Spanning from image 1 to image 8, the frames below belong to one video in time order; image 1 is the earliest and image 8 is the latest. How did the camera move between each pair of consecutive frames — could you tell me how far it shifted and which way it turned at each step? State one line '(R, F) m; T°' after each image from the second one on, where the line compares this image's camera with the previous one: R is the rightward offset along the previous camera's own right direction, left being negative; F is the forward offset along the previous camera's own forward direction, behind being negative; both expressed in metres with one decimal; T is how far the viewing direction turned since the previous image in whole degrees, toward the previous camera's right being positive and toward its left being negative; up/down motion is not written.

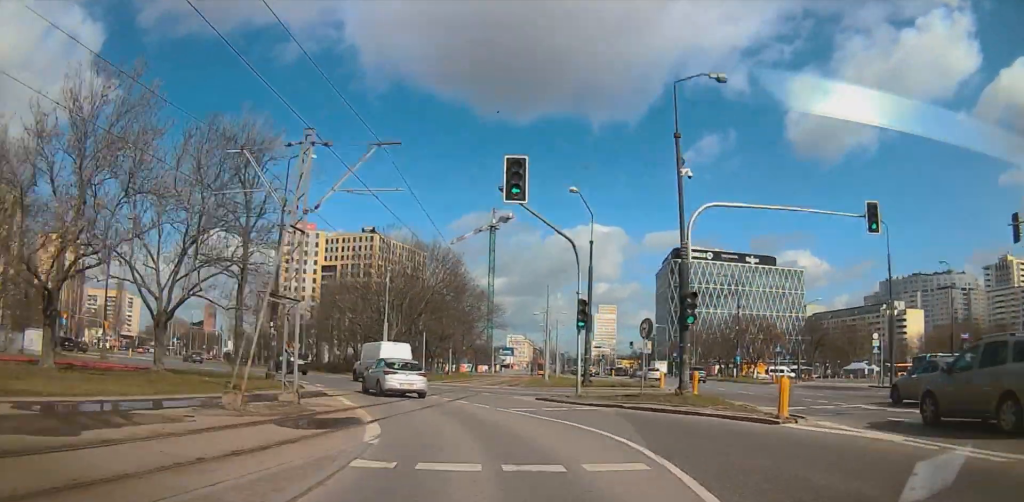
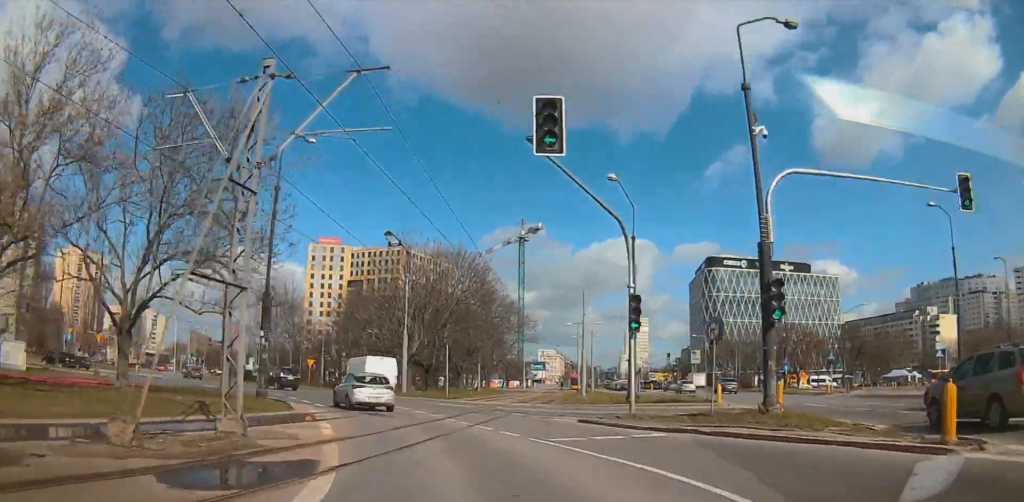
(+0.2, +6.4) m; -7°
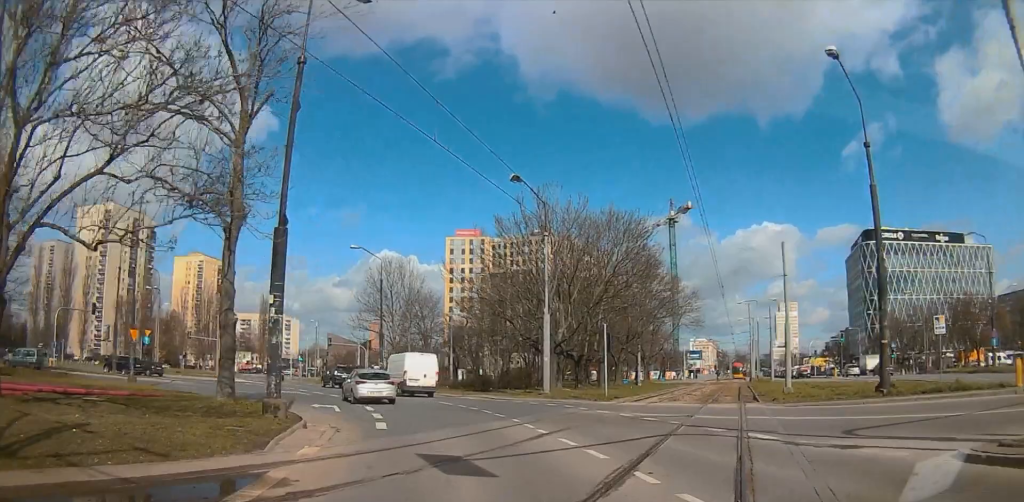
(-2.2, +14.5) m; -27°
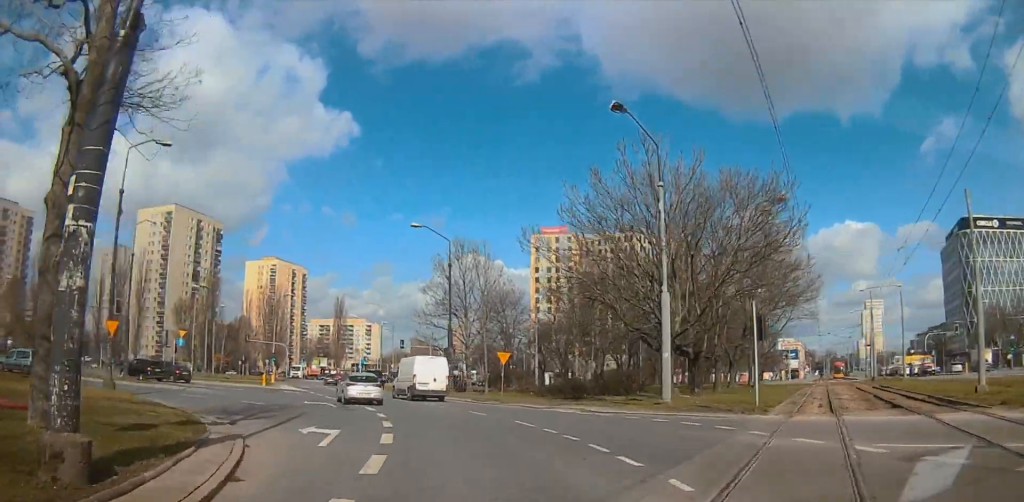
(-3.4, +11.2) m; -19°
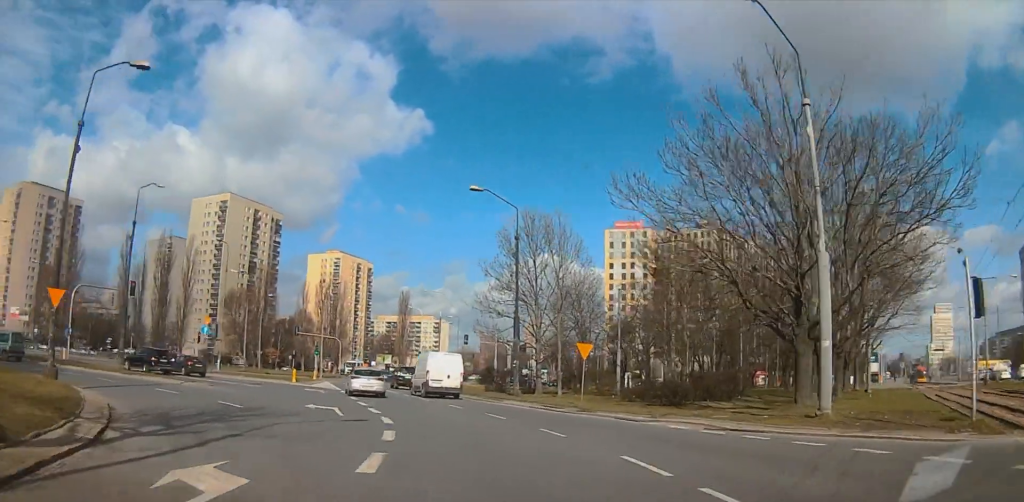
(-0.3, +9.9) m; -4°
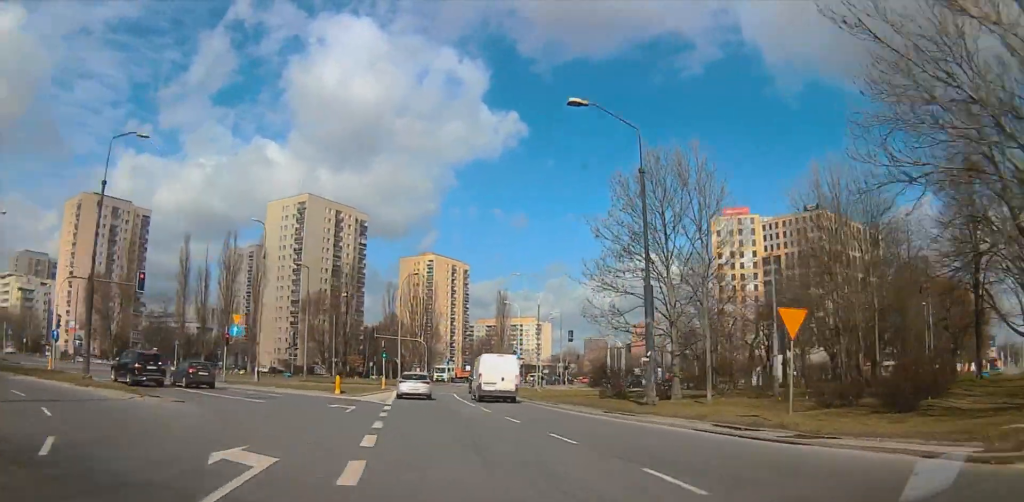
(-0.7, +13.4) m; -17°
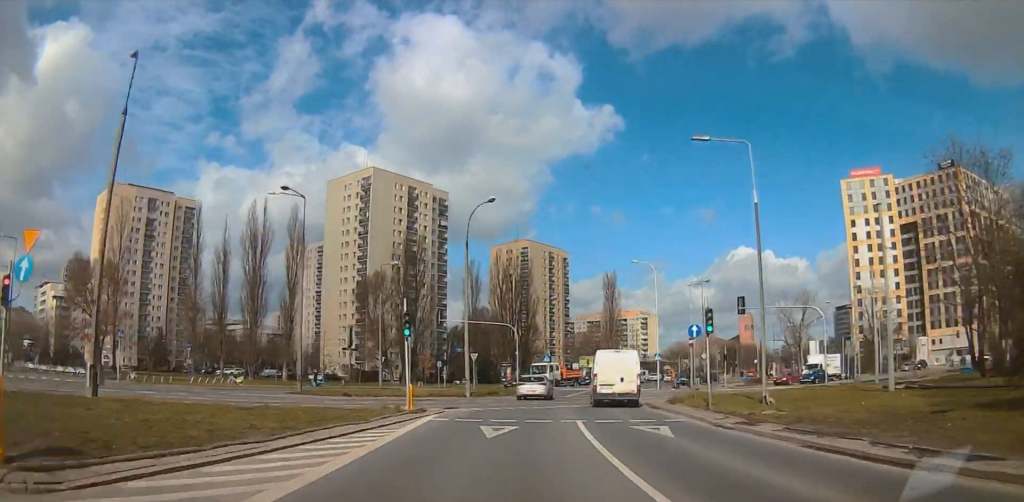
(-5.1, +29.3) m; -2°
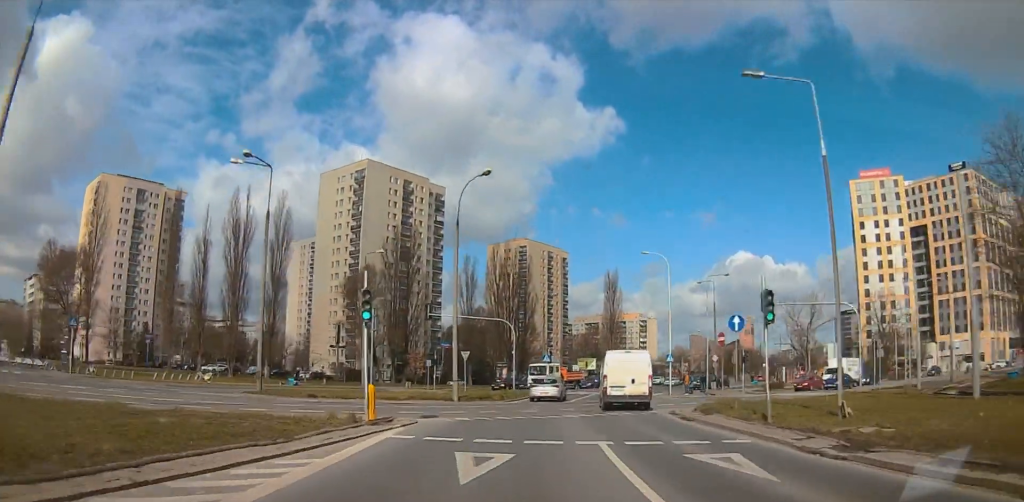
(+0.2, +5.7) m; +2°
